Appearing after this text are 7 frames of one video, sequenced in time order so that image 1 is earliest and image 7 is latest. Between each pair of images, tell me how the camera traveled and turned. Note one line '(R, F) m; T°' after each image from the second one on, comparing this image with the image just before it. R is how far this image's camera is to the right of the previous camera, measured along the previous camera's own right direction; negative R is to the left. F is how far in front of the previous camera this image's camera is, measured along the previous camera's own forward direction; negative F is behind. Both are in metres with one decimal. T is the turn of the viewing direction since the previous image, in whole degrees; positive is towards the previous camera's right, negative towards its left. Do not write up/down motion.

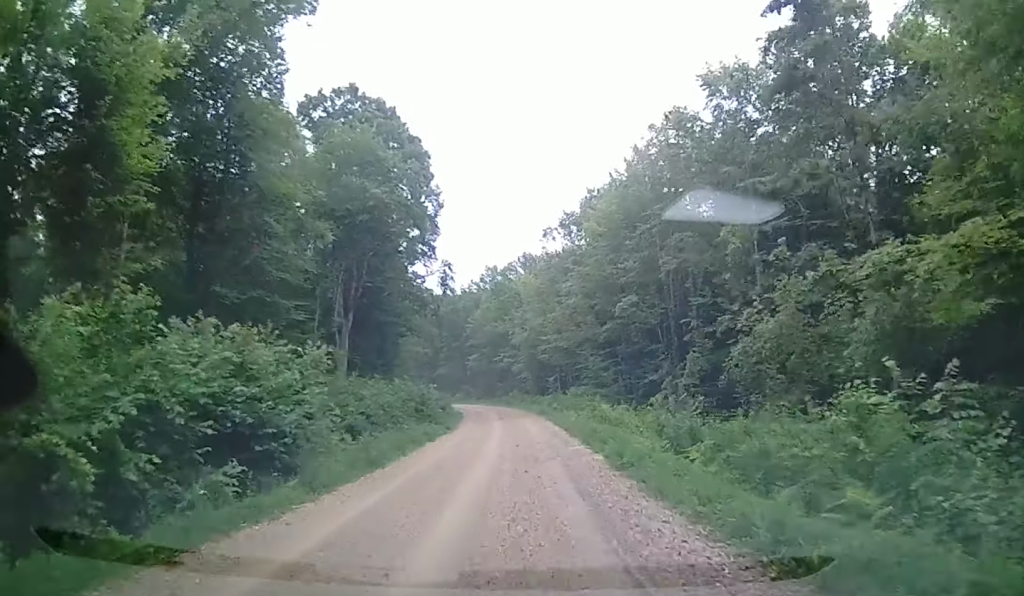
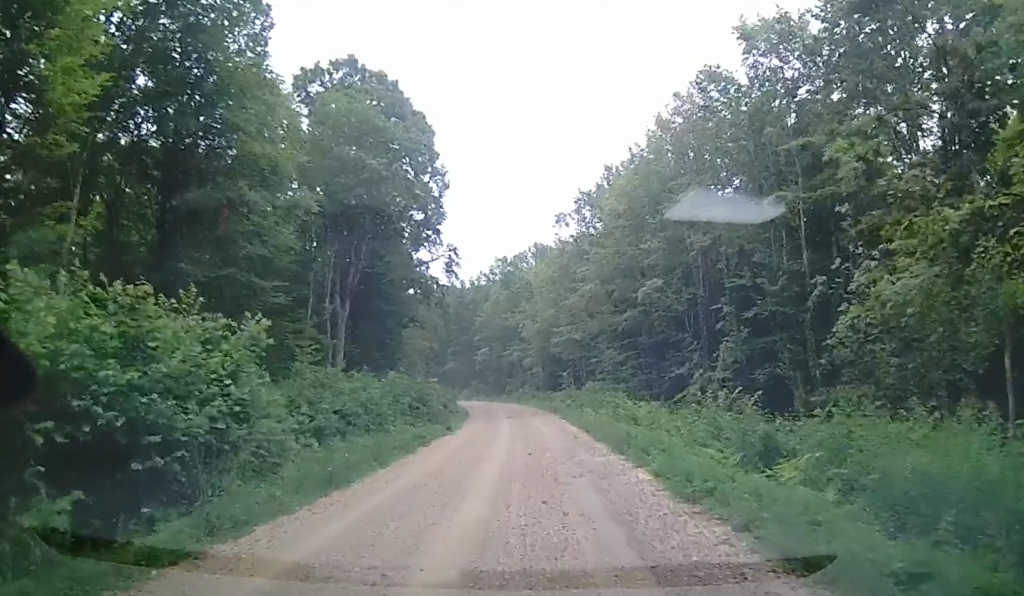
(+0.2, +4.3) m; -1°
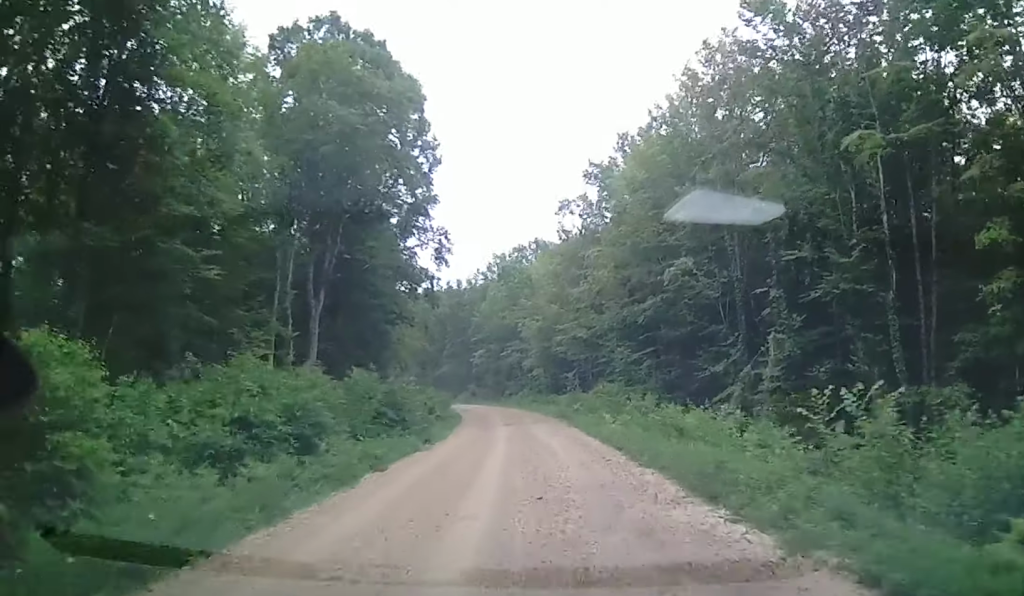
(-0.1, +6.7) m; -1°
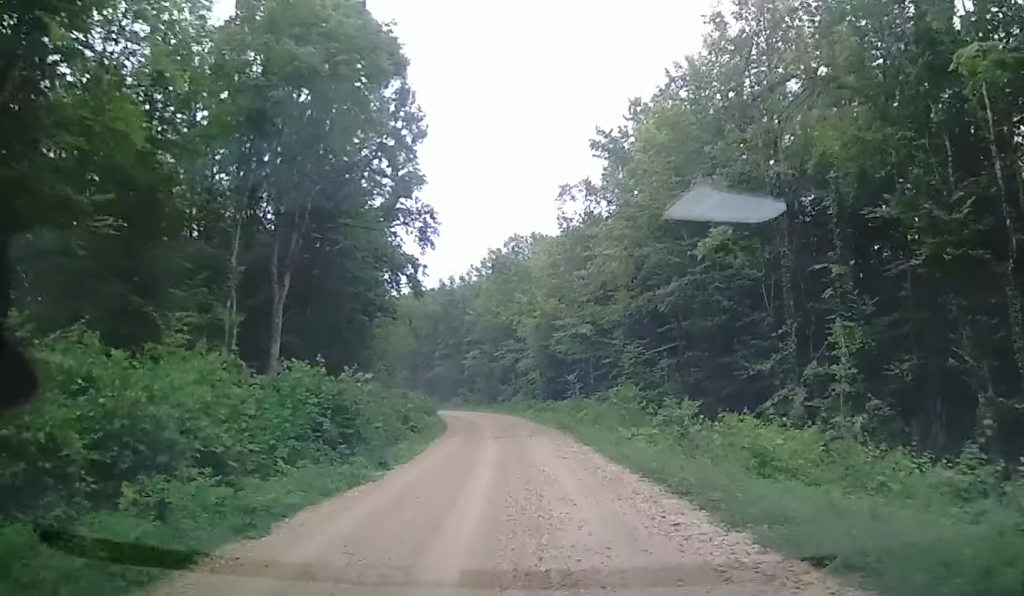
(-0.3, +6.4) m; -1°
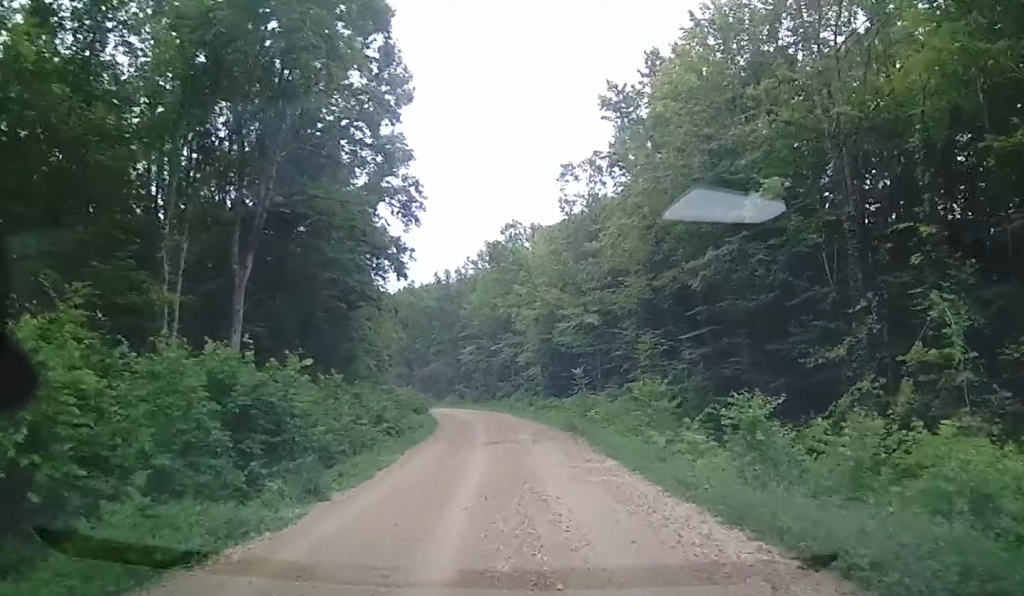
(+0.3, +5.7) m; +1°
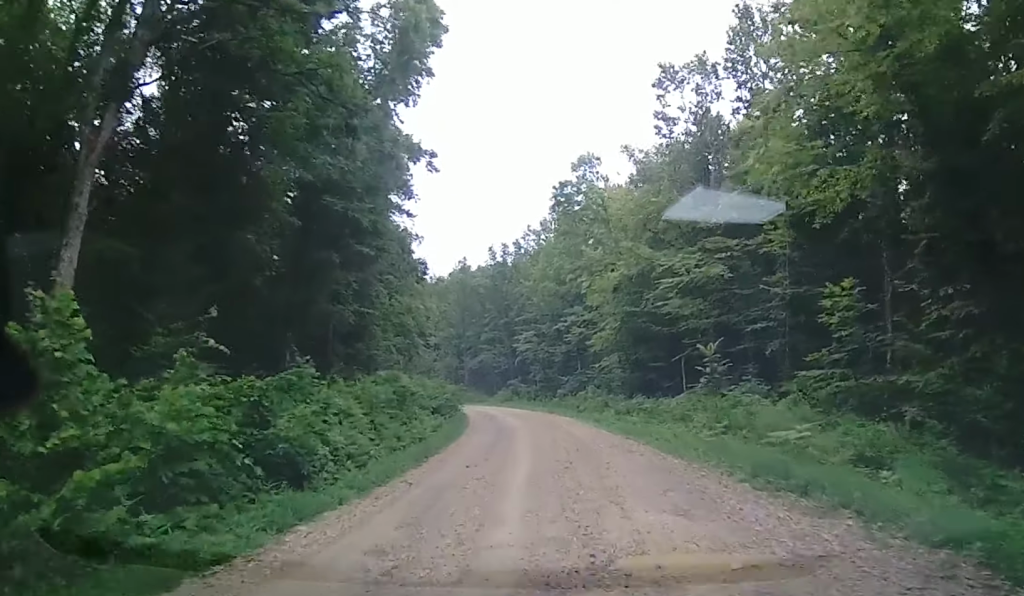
(-1.0, +17.9) m; -6°
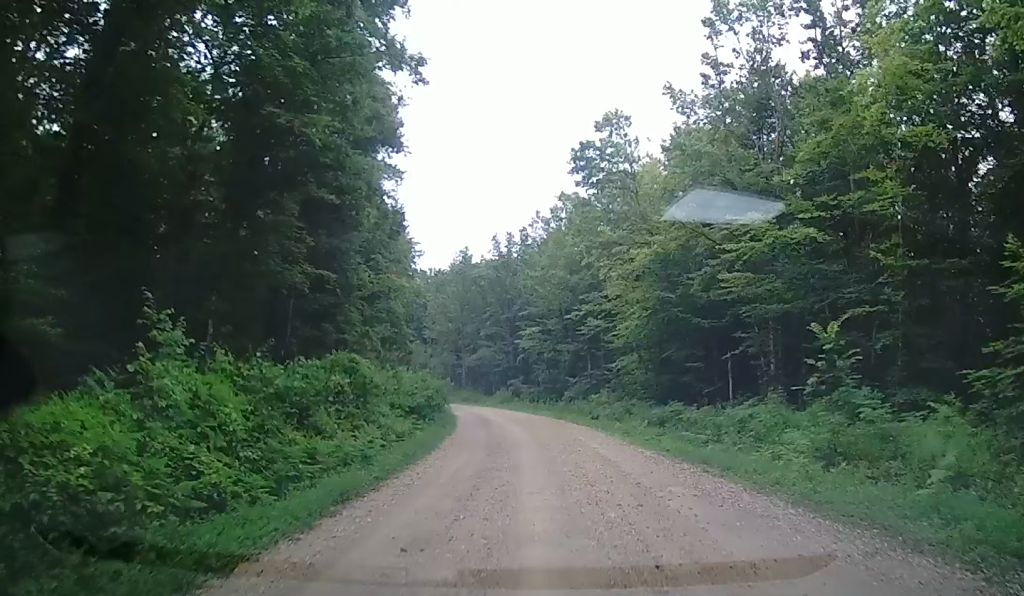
(+0.1, +8.4) m; +4°
